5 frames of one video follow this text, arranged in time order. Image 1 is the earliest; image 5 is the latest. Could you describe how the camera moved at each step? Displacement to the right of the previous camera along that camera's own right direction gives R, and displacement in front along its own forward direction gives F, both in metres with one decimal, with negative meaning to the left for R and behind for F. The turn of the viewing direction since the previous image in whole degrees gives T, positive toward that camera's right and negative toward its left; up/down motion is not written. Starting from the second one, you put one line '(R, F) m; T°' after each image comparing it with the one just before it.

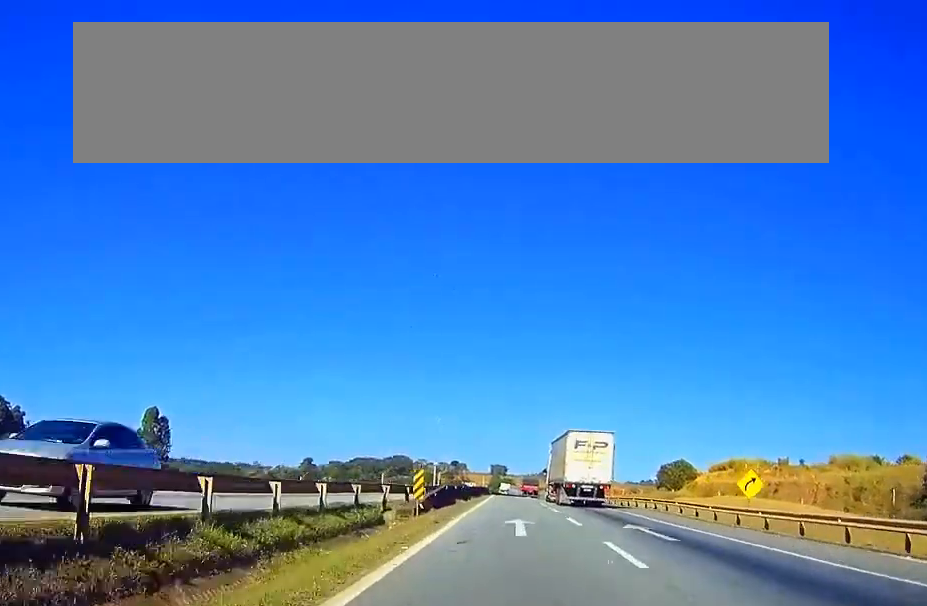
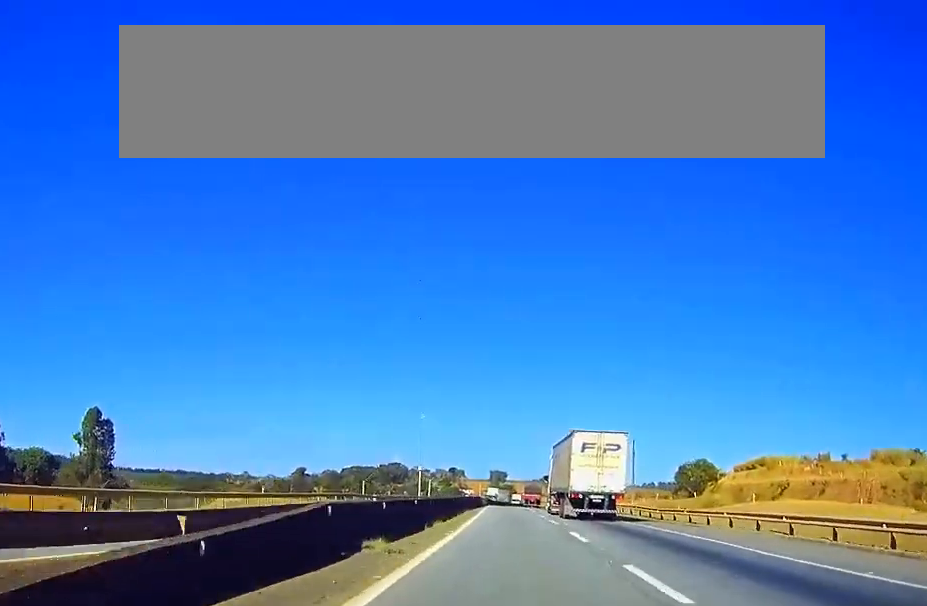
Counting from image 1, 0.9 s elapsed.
(0.0, +27.2) m; 0°
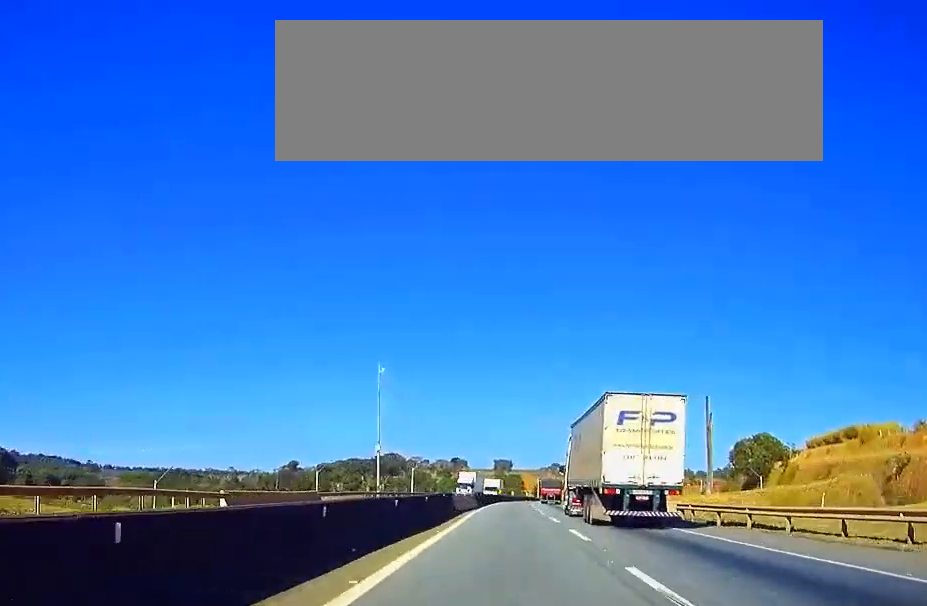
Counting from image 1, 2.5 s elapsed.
(+0.1, +49.3) m; 0°
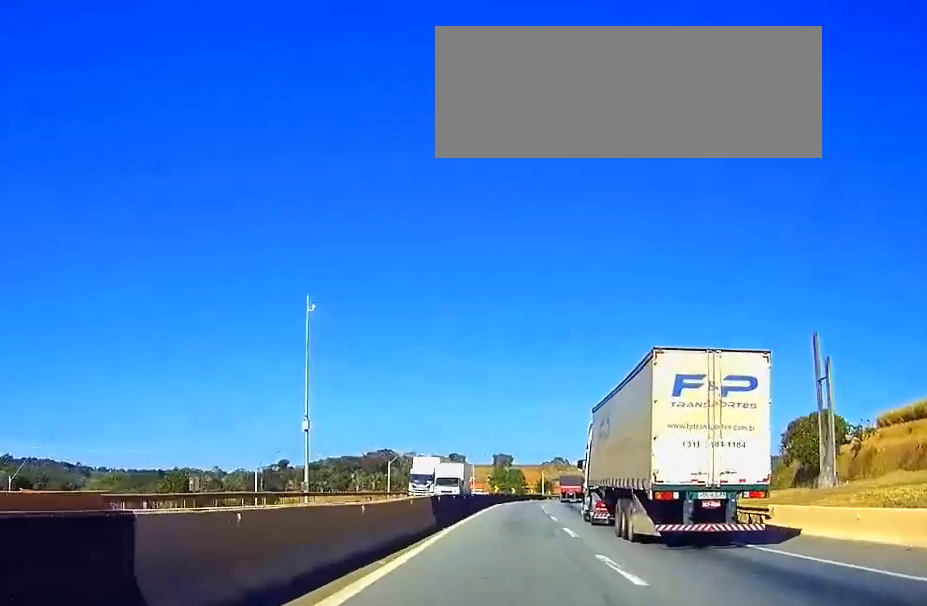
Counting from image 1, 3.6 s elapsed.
(-0.1, +33.1) m; 0°
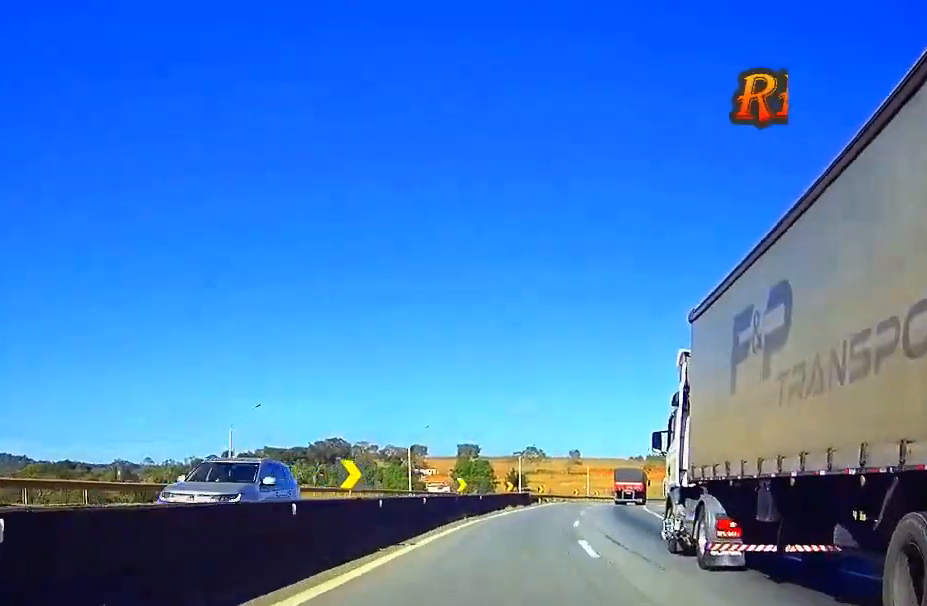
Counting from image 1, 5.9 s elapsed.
(+2.6, +67.9) m; +6°
